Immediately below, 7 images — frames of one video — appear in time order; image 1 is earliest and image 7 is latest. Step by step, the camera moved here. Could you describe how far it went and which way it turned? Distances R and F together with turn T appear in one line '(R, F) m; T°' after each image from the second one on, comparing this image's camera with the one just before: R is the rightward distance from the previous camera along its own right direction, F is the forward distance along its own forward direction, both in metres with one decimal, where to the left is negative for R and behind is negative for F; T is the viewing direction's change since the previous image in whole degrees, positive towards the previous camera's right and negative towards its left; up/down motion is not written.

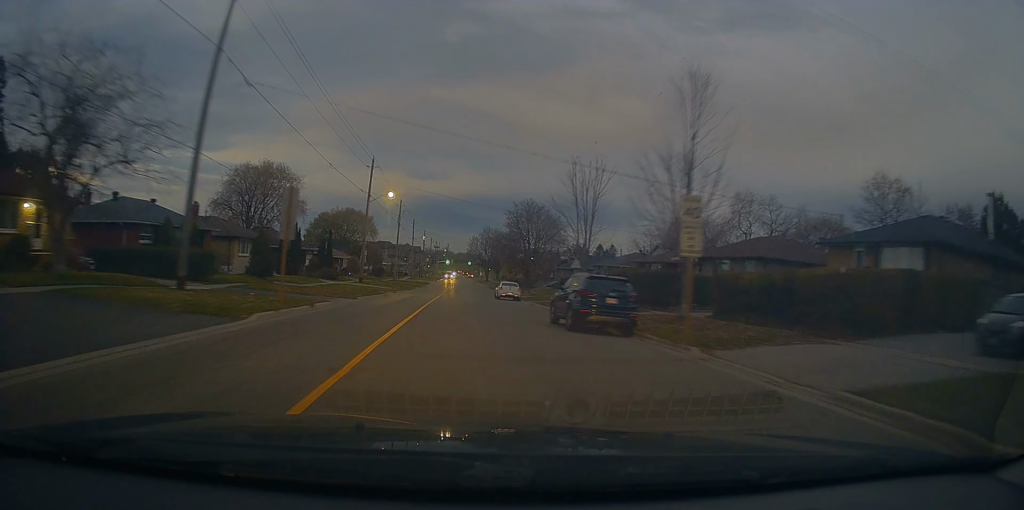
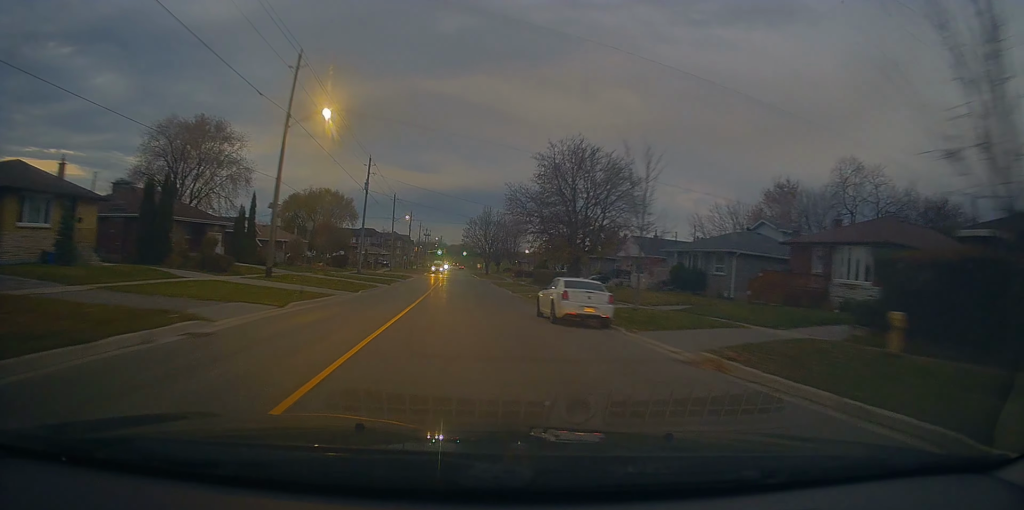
(+1.0, +28.4) m; -1°
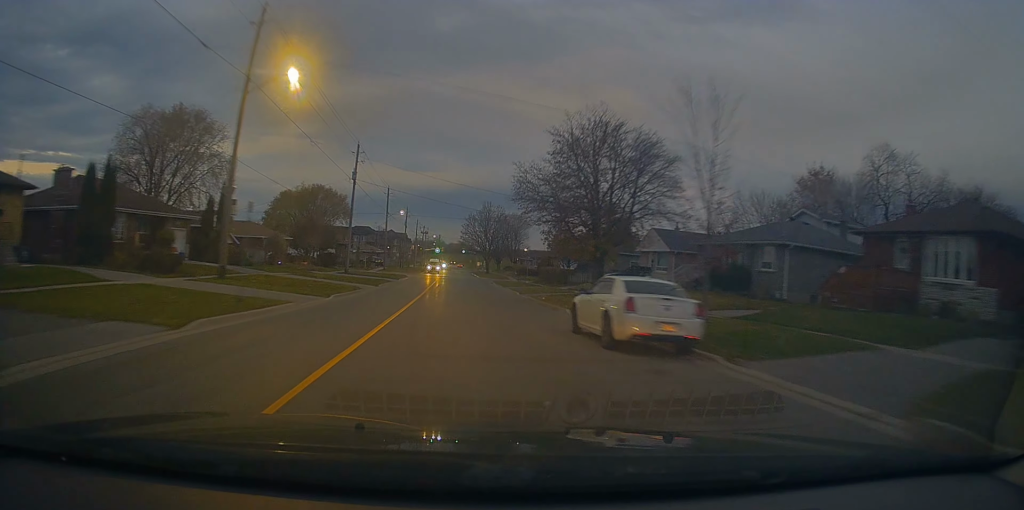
(-0.1, +6.5) m; +1°
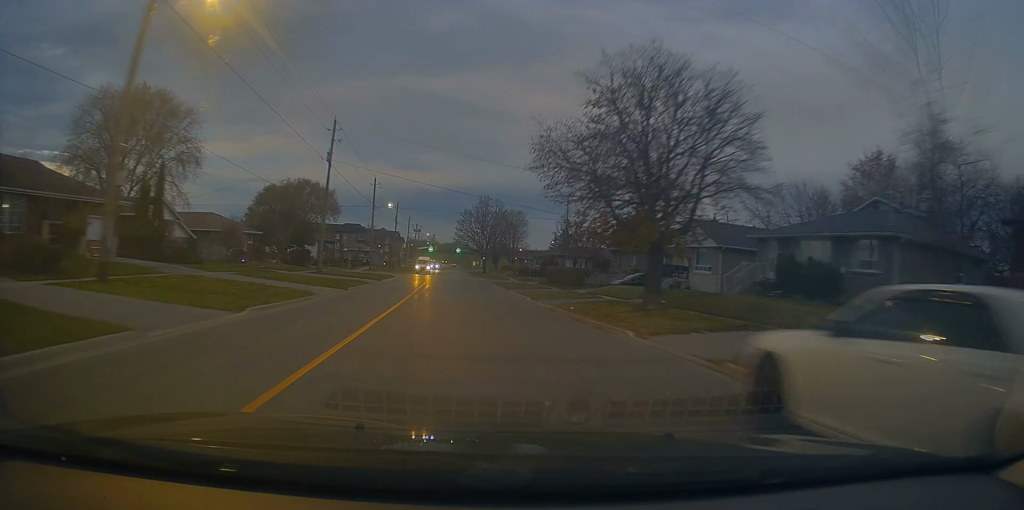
(0.0, +9.3) m; +1°
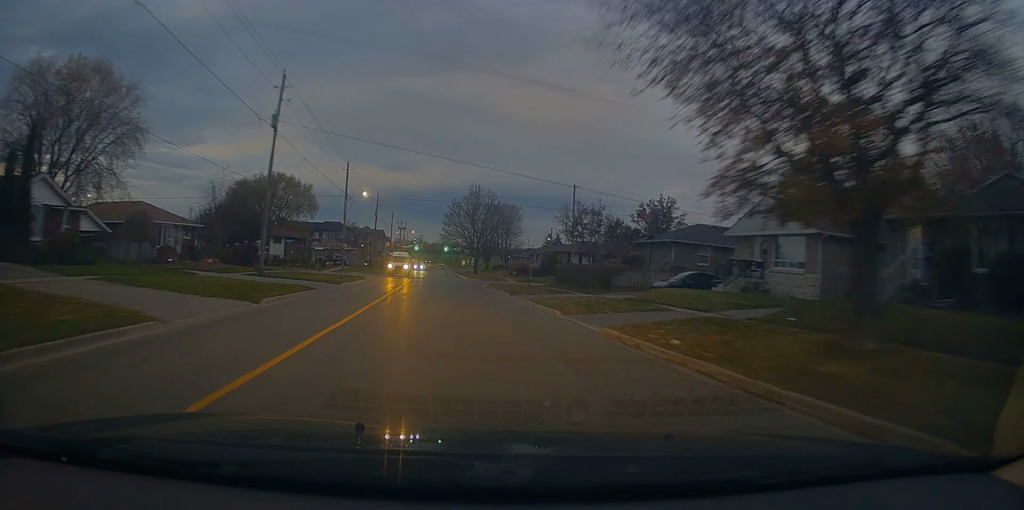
(+0.5, +12.1) m; +2°
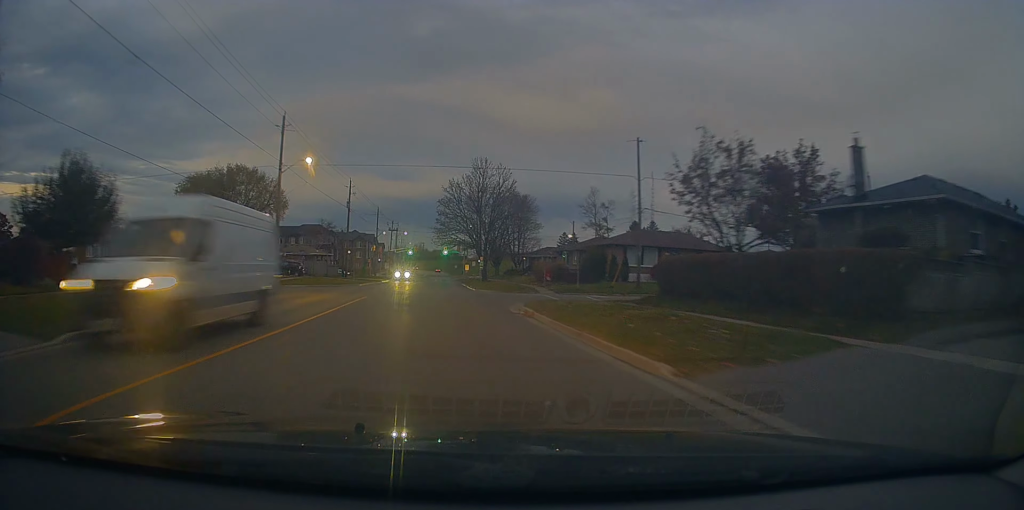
(-0.2, +25.5) m; 0°
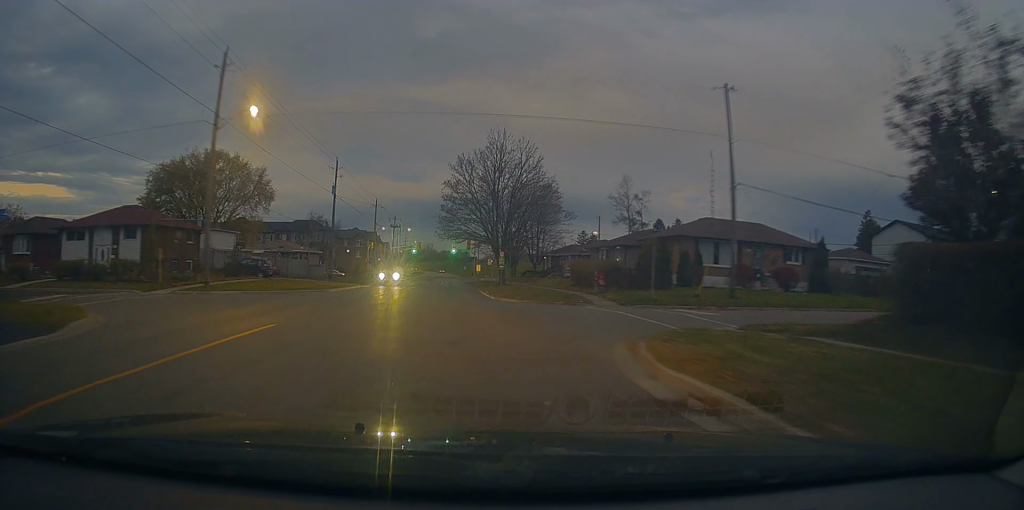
(0.0, +14.2) m; 0°
